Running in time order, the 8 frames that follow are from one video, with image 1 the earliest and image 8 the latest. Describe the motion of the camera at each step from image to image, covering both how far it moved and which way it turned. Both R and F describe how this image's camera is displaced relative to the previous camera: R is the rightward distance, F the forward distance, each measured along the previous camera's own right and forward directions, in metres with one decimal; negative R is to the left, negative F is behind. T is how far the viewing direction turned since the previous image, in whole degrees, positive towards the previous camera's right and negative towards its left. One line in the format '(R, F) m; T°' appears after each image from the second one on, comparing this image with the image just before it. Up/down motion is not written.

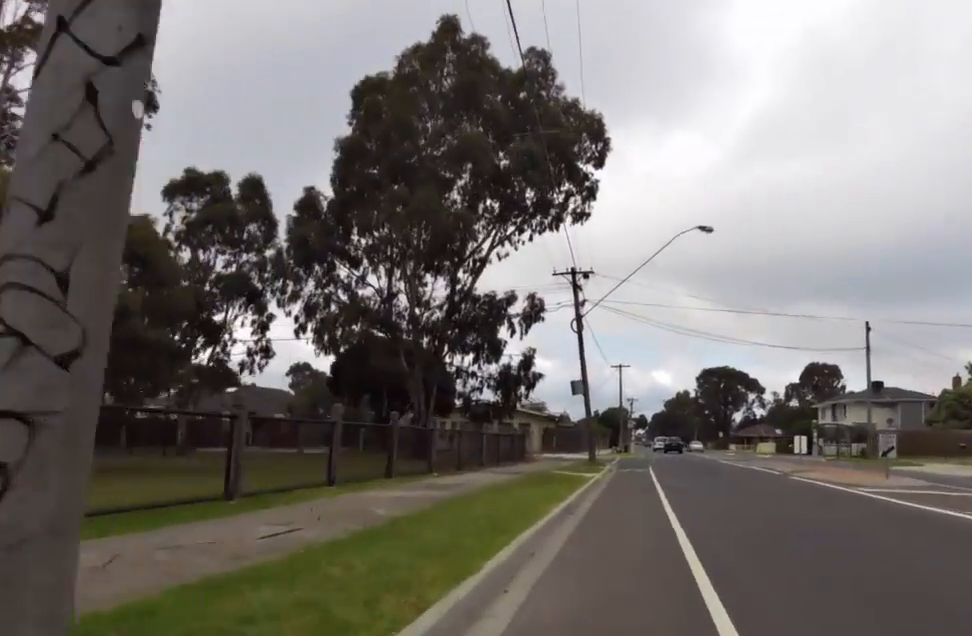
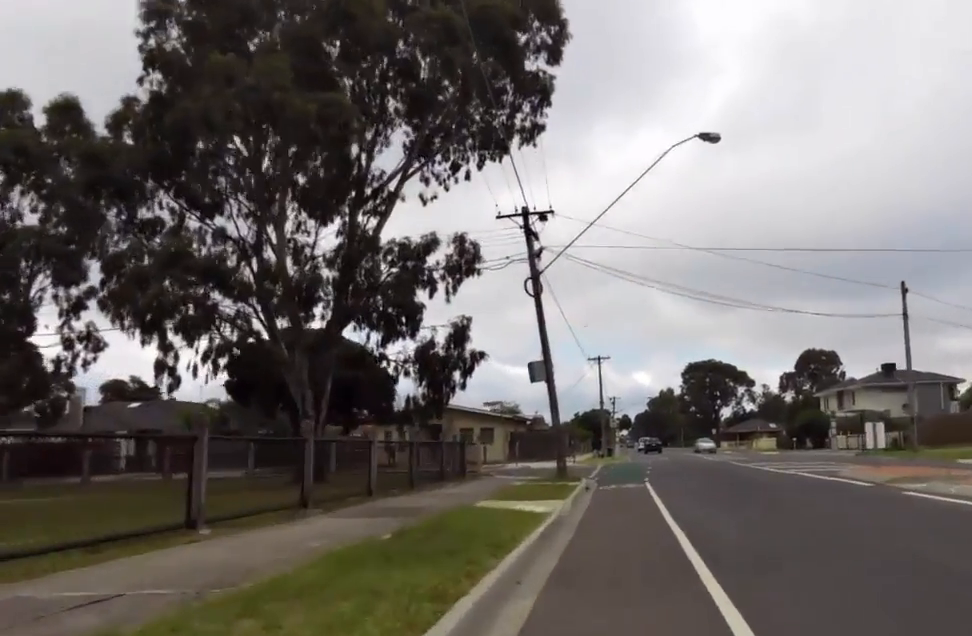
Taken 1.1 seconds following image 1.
(-0.4, +9.8) m; +1°
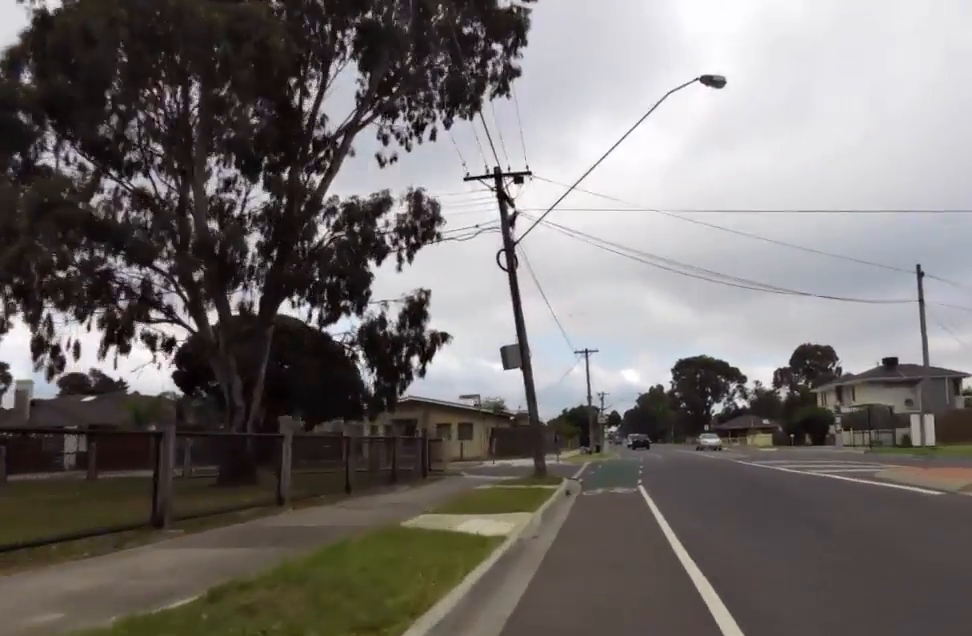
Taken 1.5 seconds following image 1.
(+0.5, +3.3) m; 0°
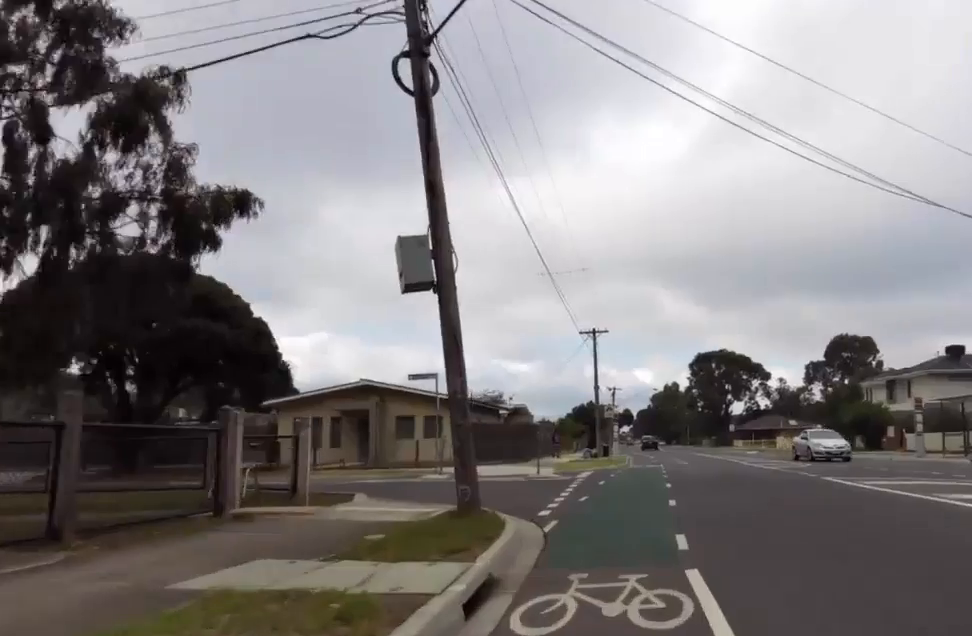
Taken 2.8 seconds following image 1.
(-0.9, +10.4) m; -1°
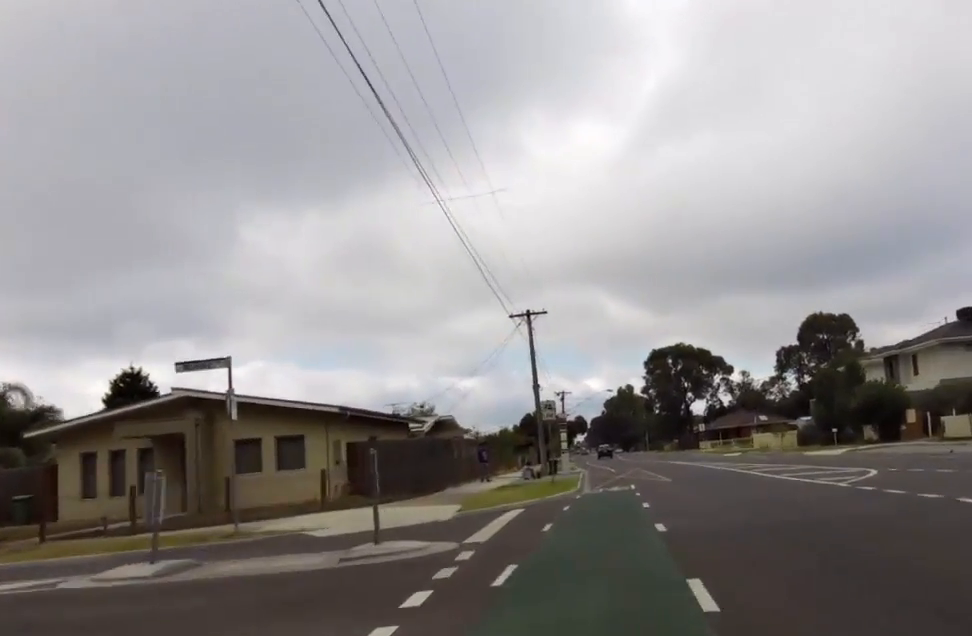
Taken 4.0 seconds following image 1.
(+0.9, +10.8) m; +2°
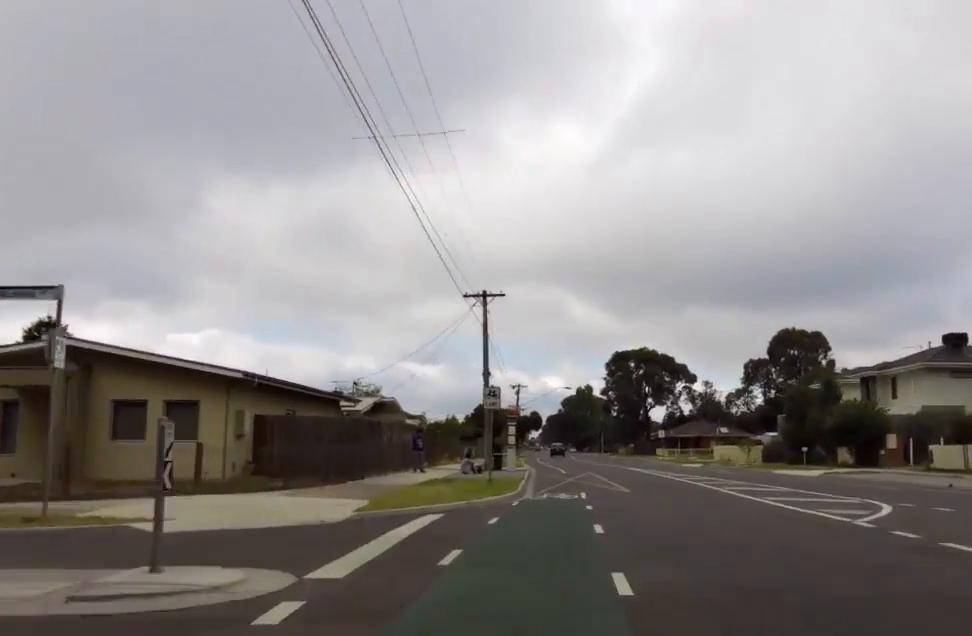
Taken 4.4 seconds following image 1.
(-0.3, +3.3) m; 0°
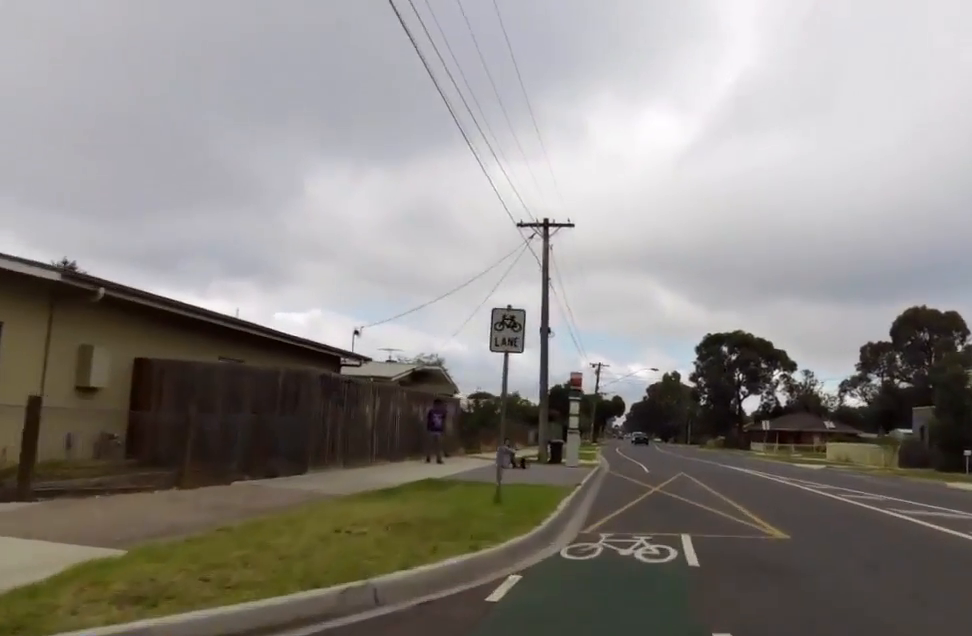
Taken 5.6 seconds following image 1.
(+0.4, +10.1) m; +4°
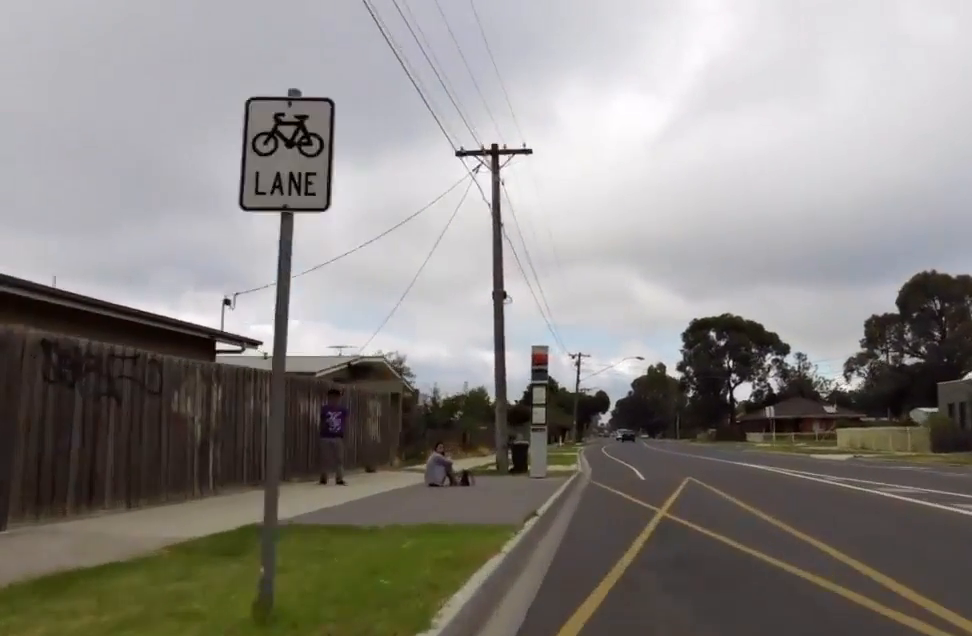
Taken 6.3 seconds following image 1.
(+0.1, +6.4) m; +1°
